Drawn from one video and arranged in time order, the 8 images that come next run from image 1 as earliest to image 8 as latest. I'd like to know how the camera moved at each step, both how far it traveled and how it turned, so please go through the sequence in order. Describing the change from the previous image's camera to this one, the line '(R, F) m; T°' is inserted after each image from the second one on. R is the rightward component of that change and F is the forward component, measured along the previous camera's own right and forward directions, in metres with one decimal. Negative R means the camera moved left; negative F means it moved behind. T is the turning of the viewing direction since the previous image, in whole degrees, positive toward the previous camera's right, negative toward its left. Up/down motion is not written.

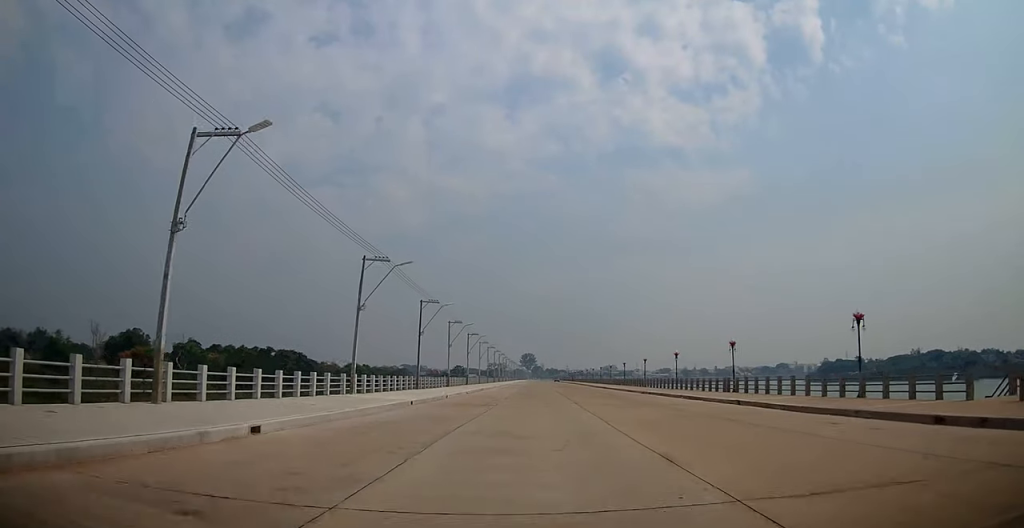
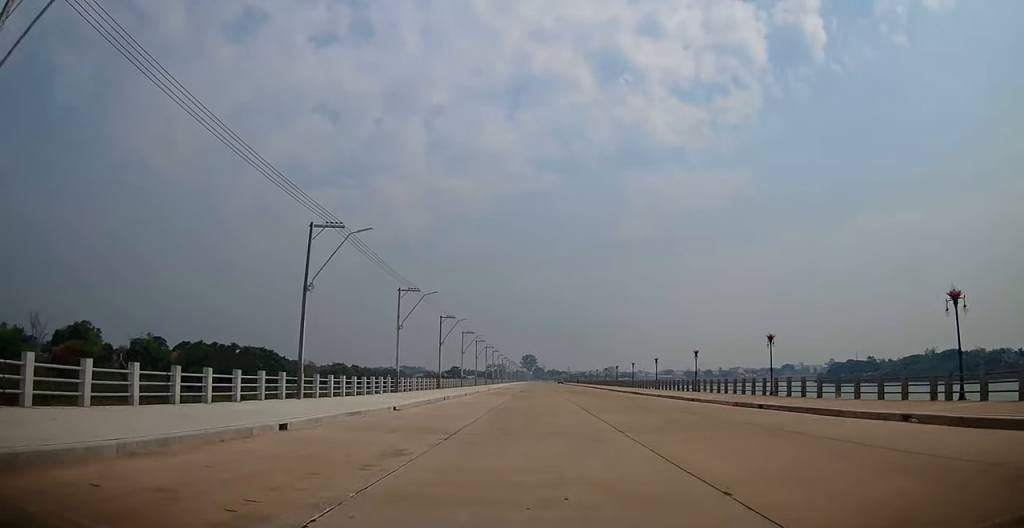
(-0.6, +22.7) m; +1°
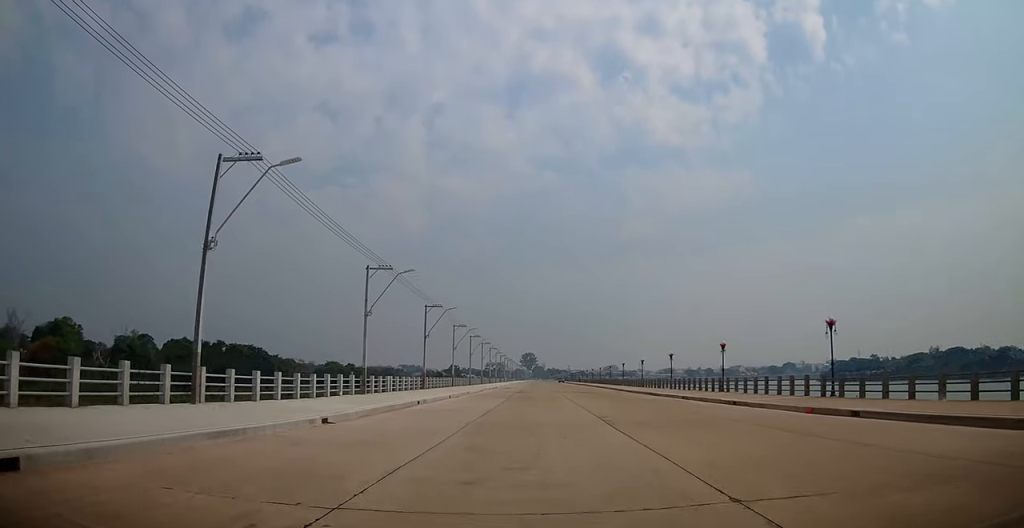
(+0.2, +7.4) m; 0°
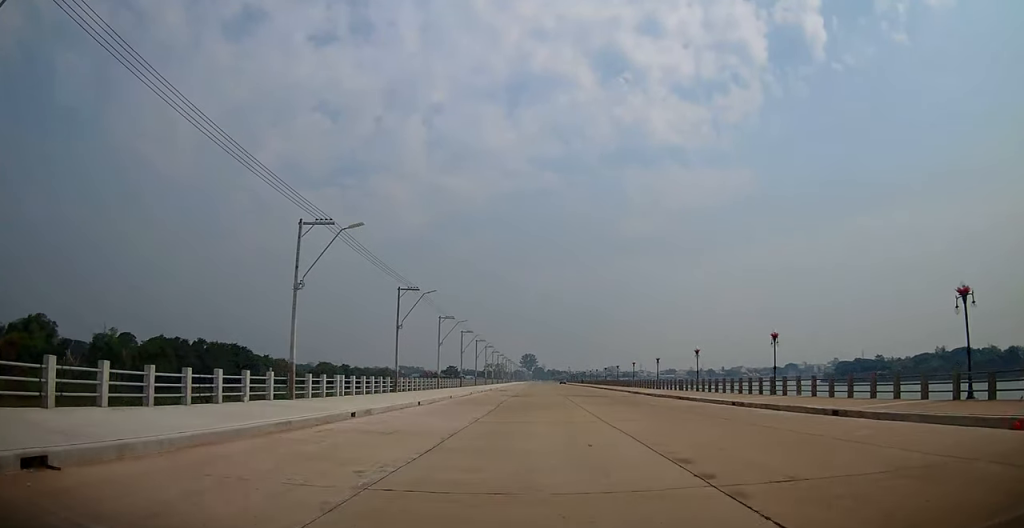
(+0.4, +9.6) m; 0°
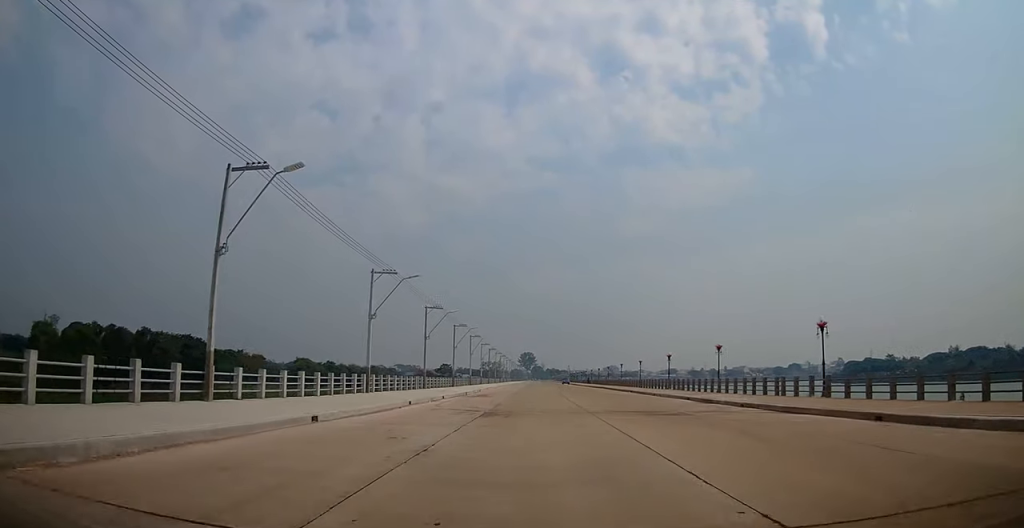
(-0.4, +22.8) m; 0°
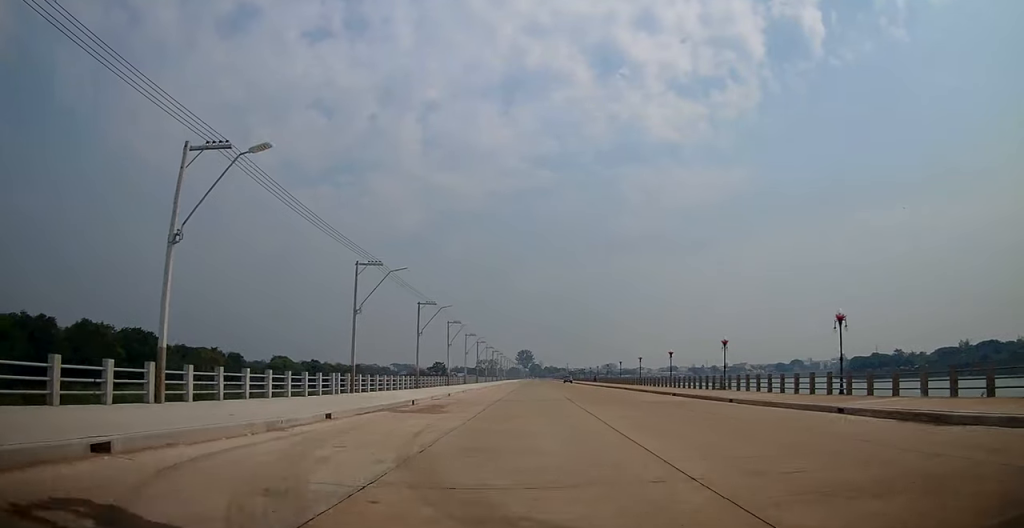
(0.0, +18.6) m; 0°
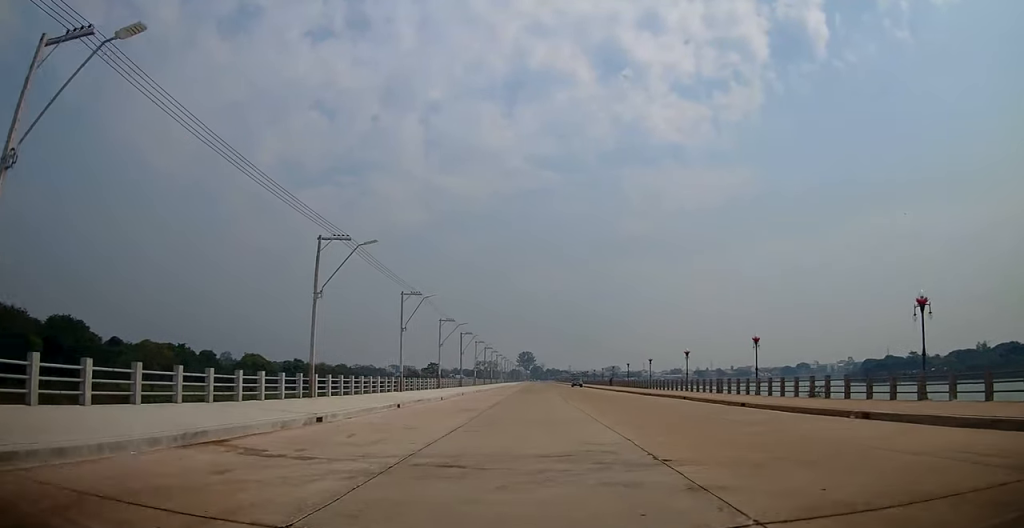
(+0.5, +22.4) m; 0°
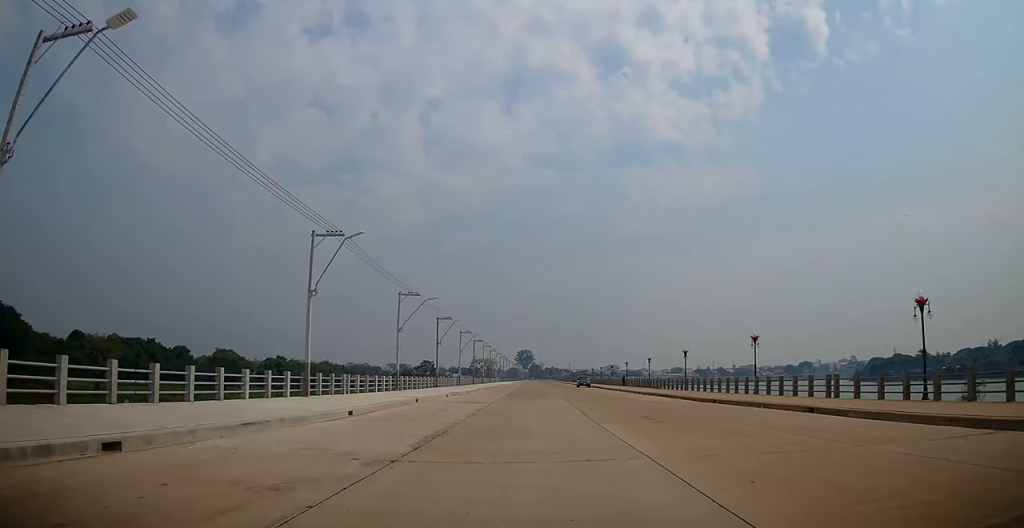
(-0.7, +16.3) m; 0°
